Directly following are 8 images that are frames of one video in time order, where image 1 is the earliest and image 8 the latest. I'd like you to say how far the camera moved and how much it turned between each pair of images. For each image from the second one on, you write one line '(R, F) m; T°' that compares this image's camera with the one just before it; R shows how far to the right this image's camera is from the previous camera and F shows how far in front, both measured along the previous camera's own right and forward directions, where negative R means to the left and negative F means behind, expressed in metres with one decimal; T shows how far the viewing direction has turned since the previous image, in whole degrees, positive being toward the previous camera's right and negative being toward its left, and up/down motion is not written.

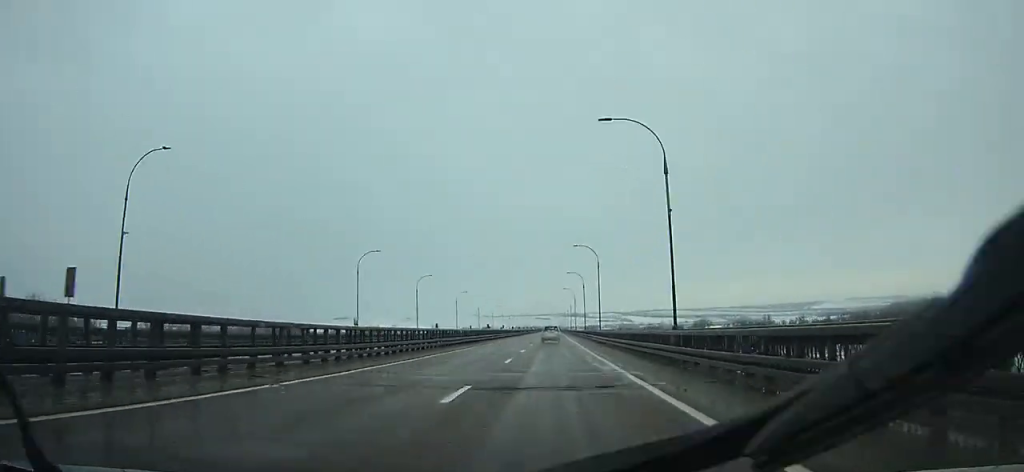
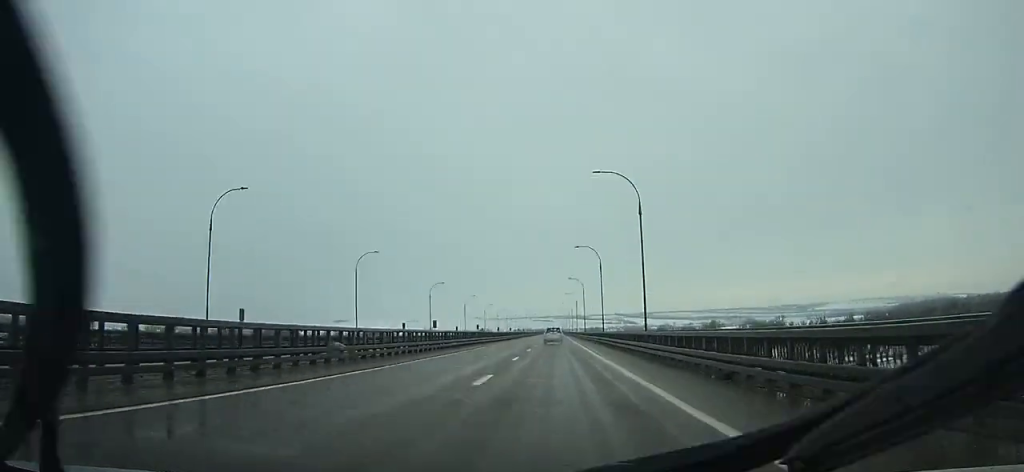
(+0.1, +32.2) m; 0°
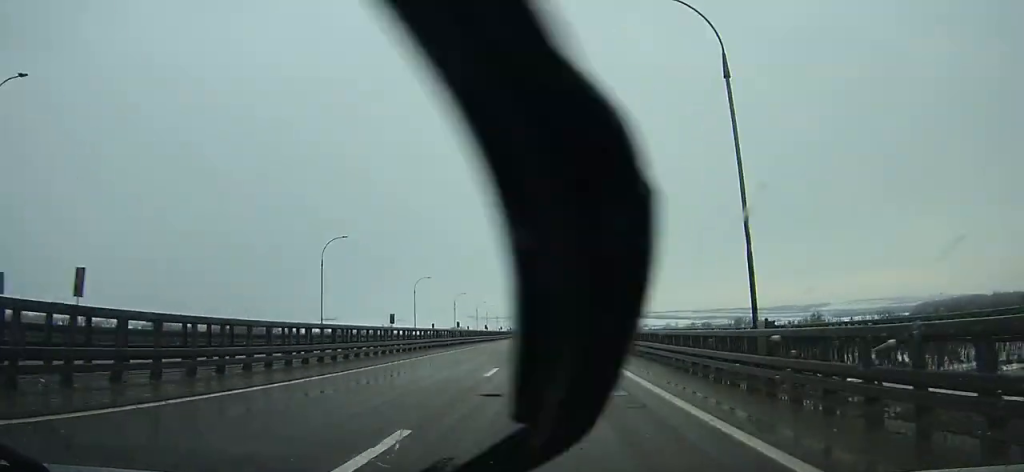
(+0.2, +95.2) m; 0°
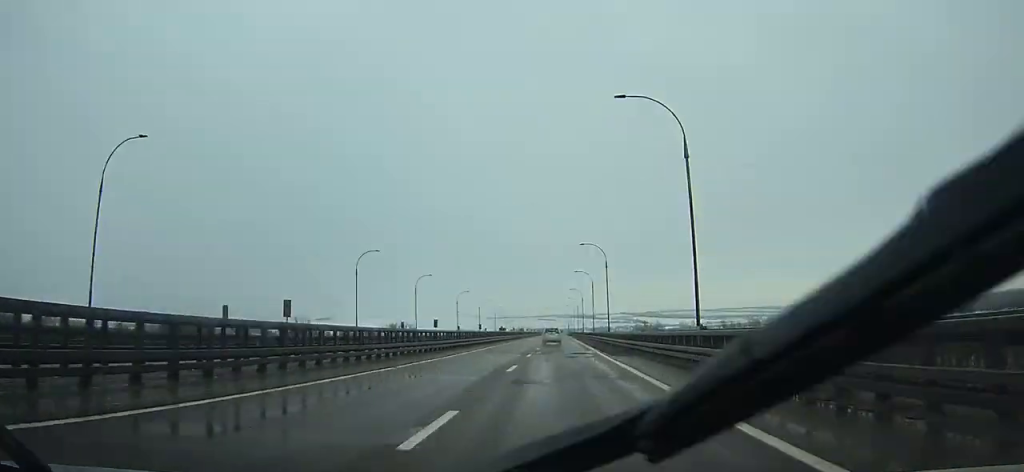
(-0.2, +117.7) m; 0°
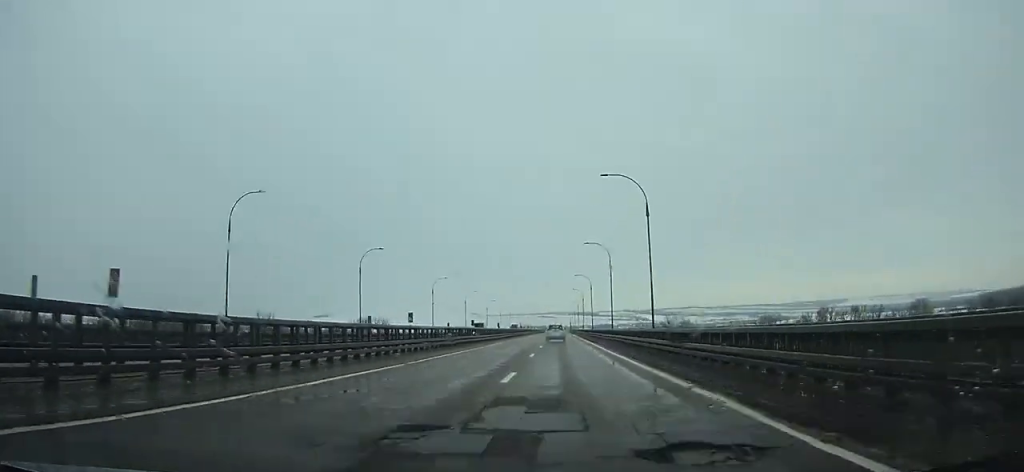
(+0.2, +28.4) m; 0°
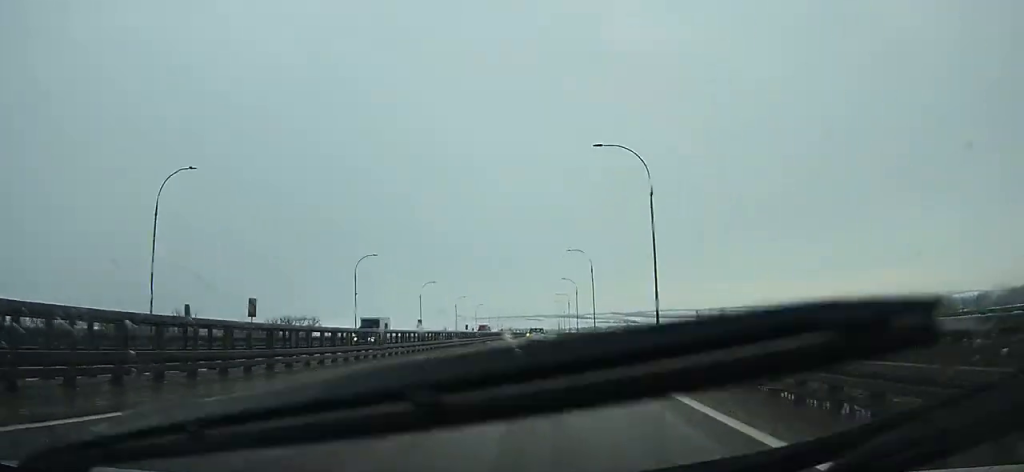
(+0.1, +35.6) m; 0°
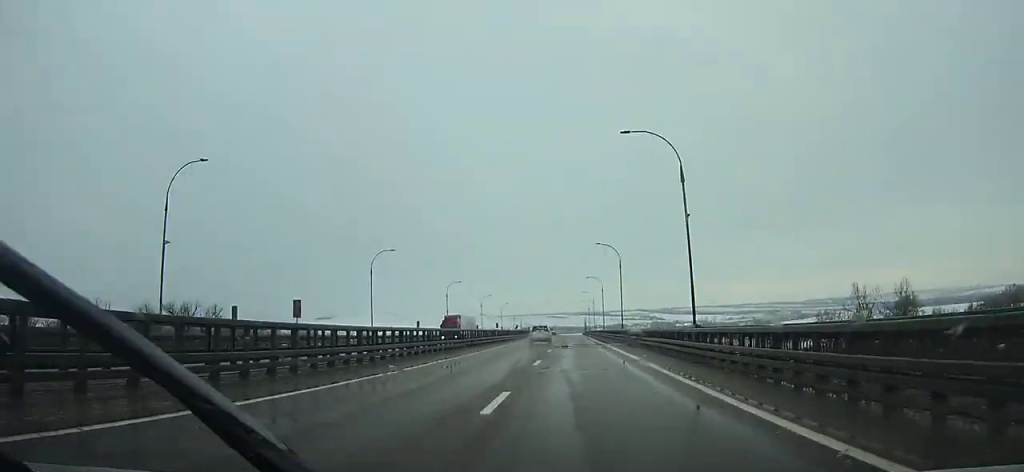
(-0.7, +40.3) m; 0°
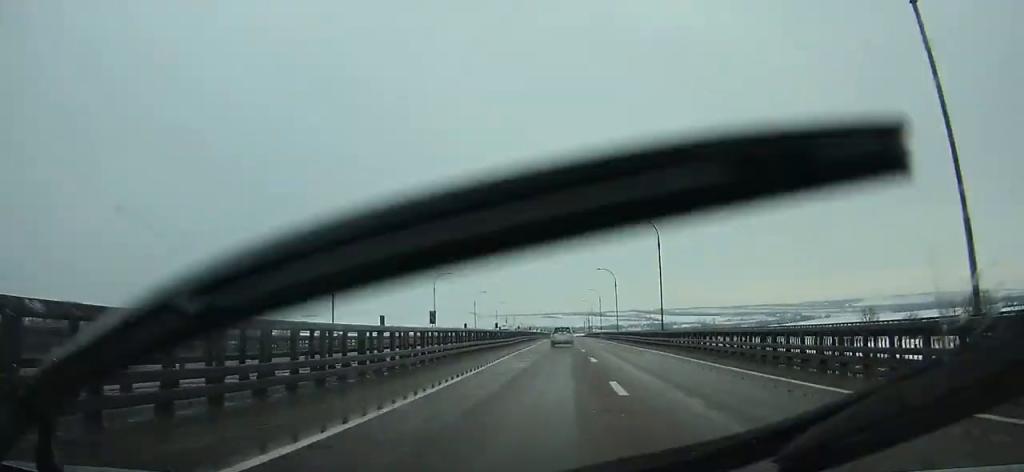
(+0.3, +59.4) m; +1°
